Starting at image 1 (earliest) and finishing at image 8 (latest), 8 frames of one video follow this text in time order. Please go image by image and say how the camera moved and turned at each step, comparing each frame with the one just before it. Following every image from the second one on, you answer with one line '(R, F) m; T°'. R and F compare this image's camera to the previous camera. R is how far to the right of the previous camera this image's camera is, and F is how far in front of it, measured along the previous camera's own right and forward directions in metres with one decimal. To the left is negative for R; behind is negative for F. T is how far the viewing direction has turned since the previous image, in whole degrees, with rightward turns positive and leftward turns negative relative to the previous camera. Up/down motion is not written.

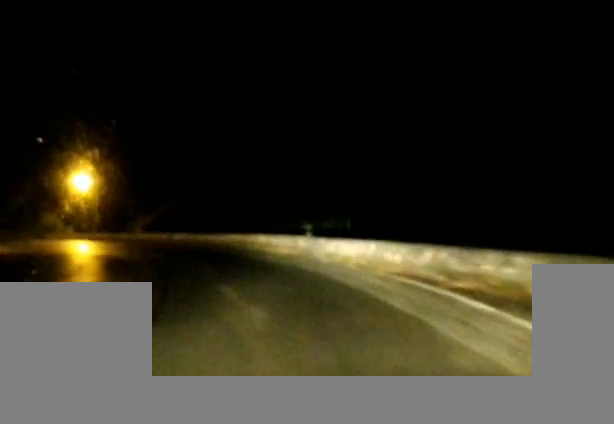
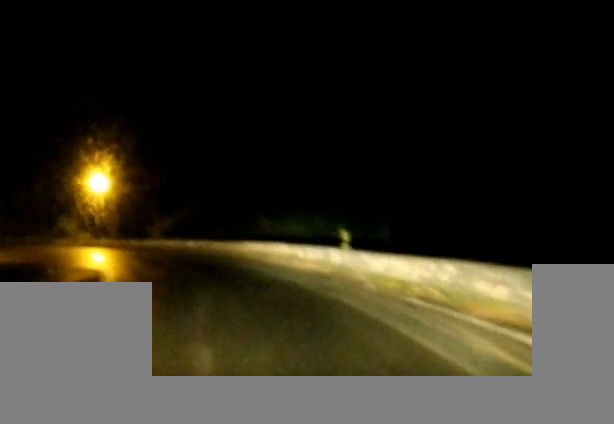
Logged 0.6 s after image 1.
(+0.1, +6.4) m; -6°
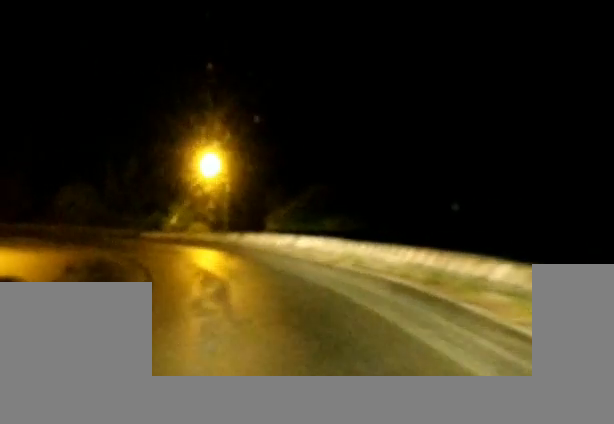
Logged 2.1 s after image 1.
(-2.2, +15.8) m; -12°
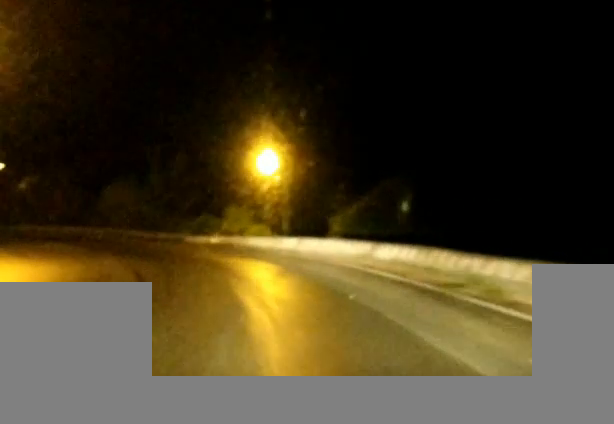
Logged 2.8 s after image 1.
(0.0, +7.6) m; 0°
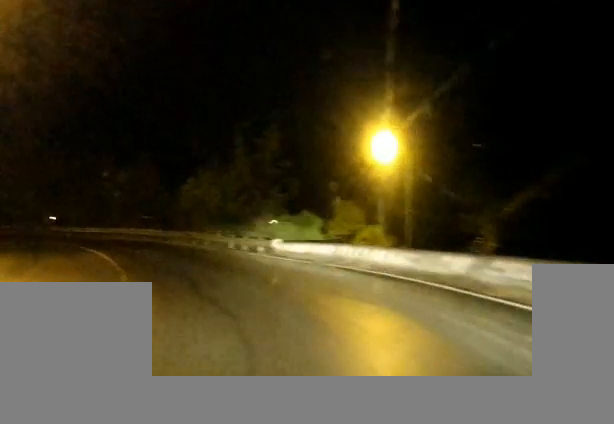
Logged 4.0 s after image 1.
(-0.3, +14.6) m; -5°
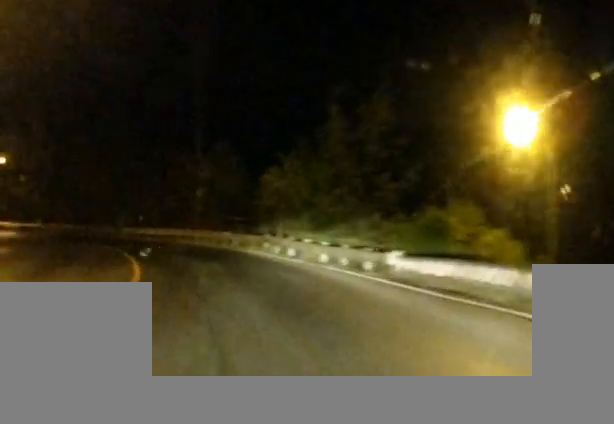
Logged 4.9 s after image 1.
(-0.7, +11.1) m; -5°
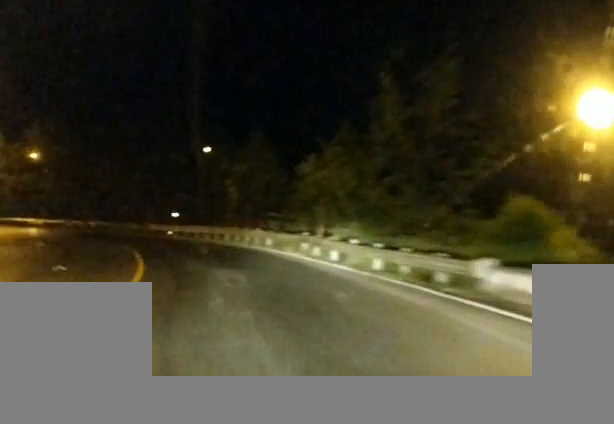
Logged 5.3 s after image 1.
(-0.1, +5.7) m; -4°
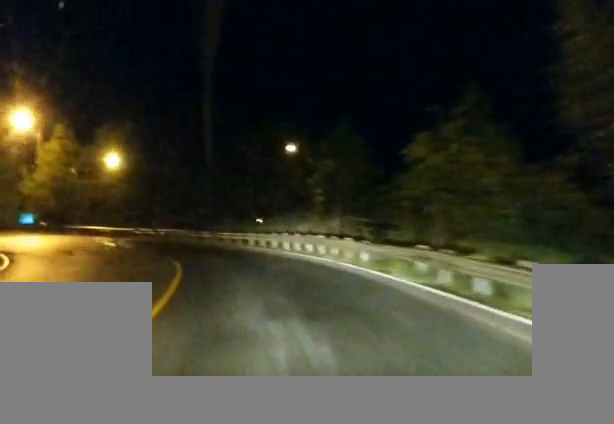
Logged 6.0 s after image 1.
(0.0, +8.9) m; -6°
